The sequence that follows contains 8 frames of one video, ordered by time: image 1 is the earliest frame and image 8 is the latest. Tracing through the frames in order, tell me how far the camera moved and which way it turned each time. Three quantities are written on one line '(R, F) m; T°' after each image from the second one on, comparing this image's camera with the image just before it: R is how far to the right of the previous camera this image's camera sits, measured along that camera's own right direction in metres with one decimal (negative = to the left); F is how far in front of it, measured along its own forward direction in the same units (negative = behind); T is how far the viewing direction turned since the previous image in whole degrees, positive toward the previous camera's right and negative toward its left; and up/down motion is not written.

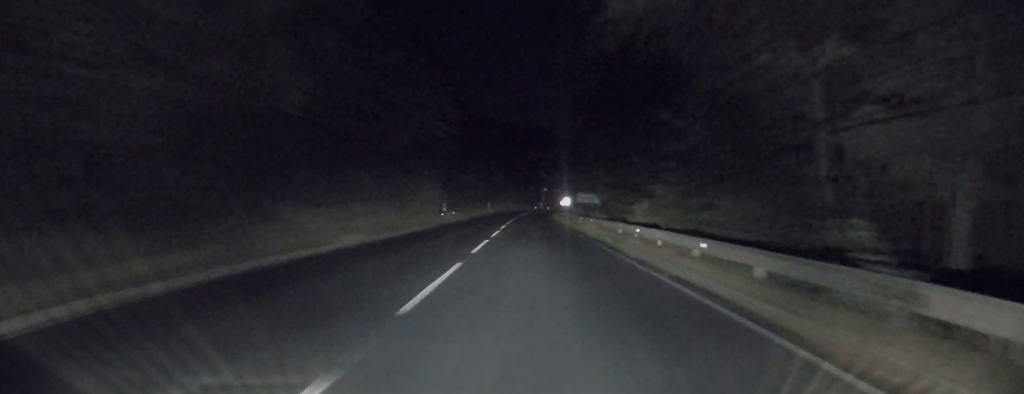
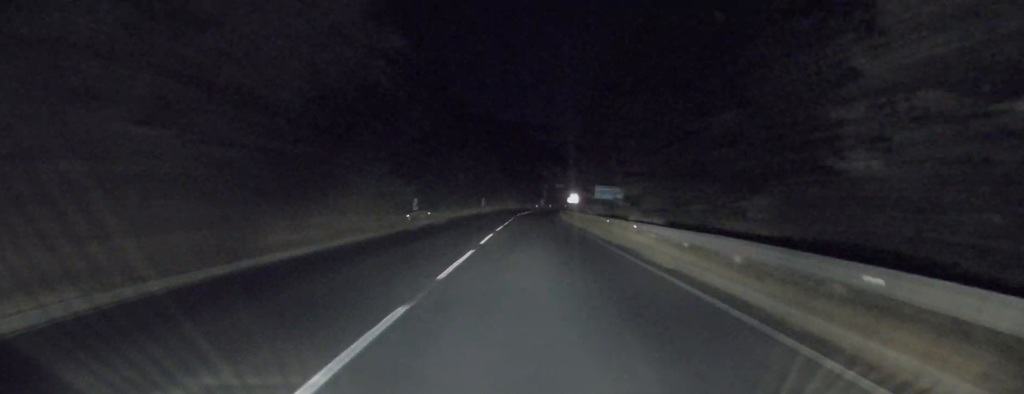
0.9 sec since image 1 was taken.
(+0.1, +14.4) m; 0°
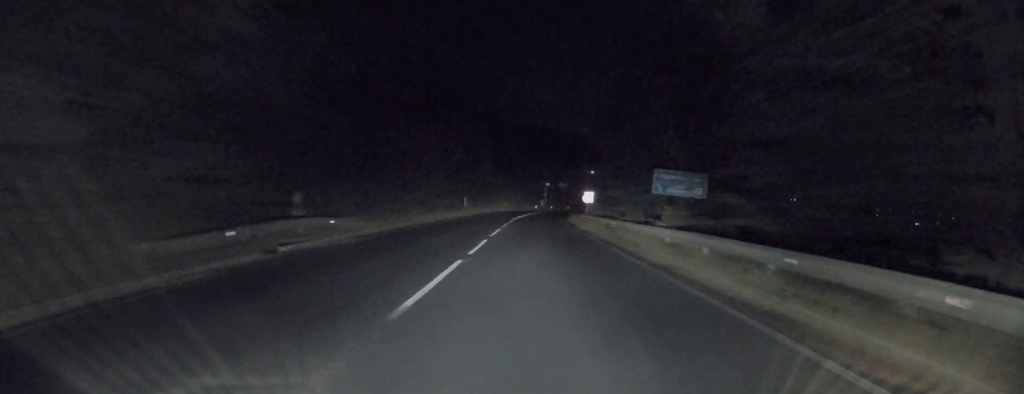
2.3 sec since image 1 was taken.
(0.0, +21.2) m; 0°
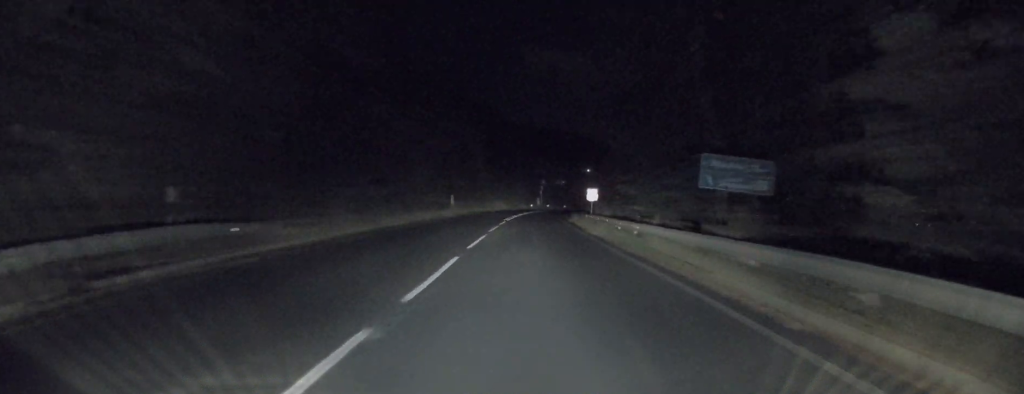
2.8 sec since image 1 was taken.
(+0.1, +7.2) m; 0°
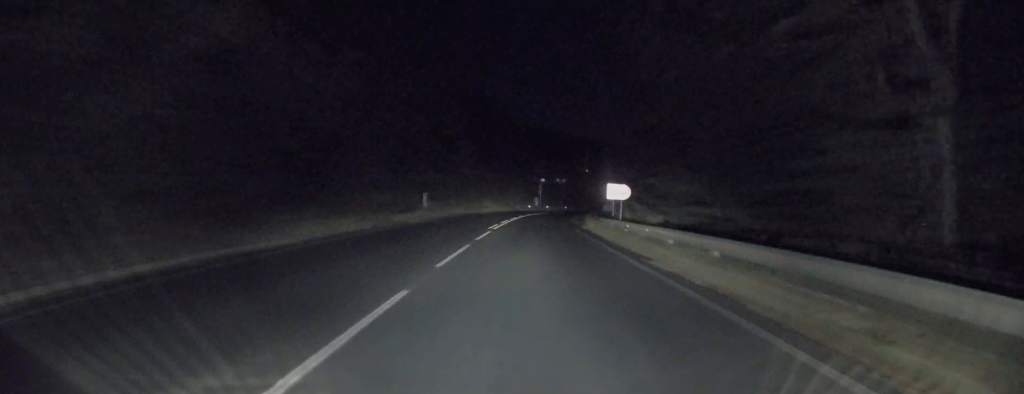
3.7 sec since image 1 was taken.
(-0.4, +13.9) m; -1°
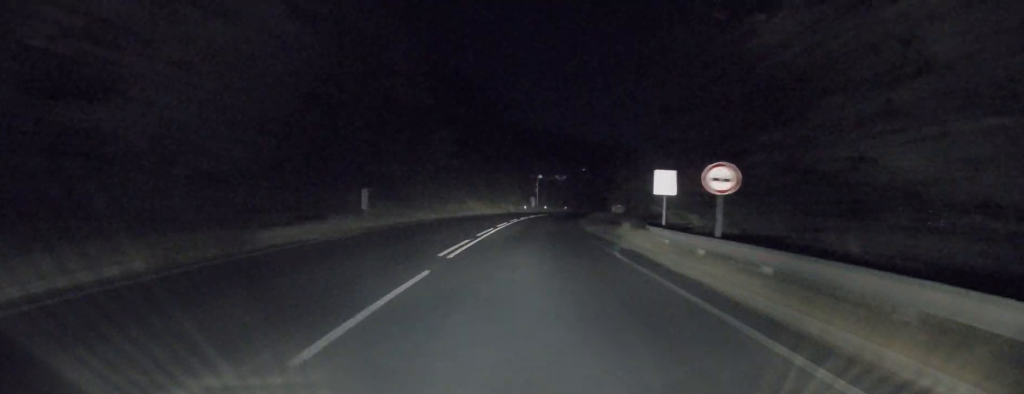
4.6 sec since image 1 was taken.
(+0.1, +14.9) m; +2°
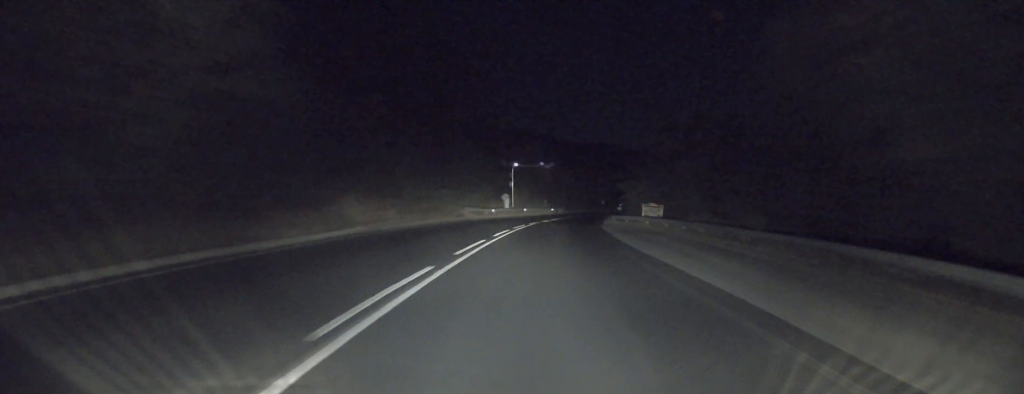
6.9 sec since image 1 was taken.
(+0.2, +34.4) m; +1°
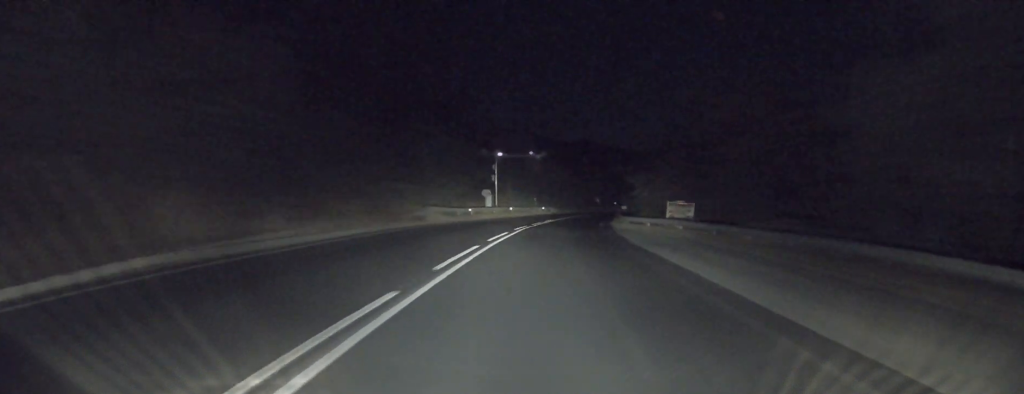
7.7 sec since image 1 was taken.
(+0.2, +12.3) m; +3°
